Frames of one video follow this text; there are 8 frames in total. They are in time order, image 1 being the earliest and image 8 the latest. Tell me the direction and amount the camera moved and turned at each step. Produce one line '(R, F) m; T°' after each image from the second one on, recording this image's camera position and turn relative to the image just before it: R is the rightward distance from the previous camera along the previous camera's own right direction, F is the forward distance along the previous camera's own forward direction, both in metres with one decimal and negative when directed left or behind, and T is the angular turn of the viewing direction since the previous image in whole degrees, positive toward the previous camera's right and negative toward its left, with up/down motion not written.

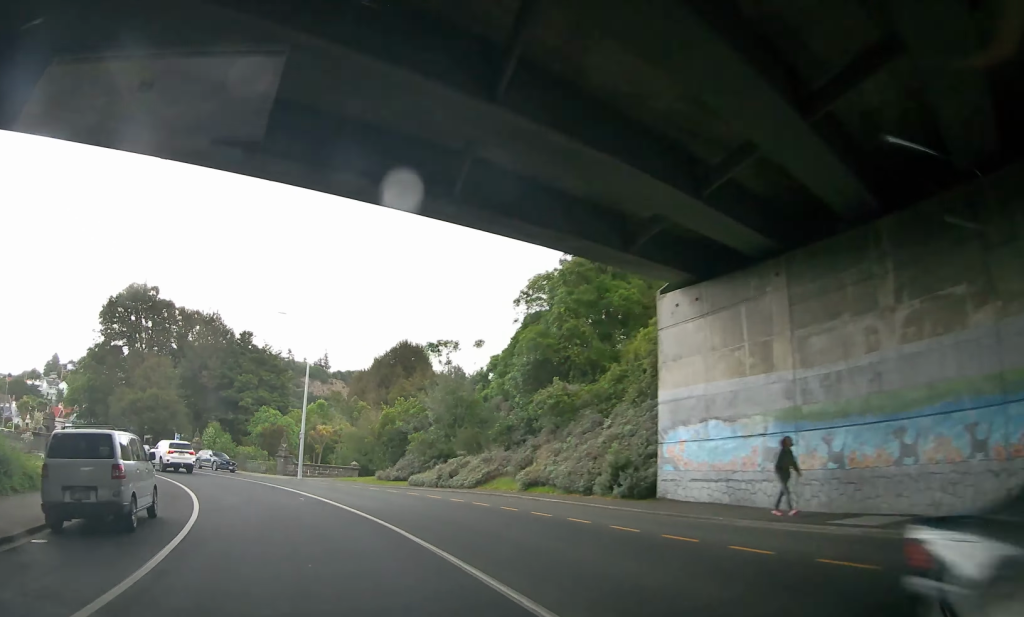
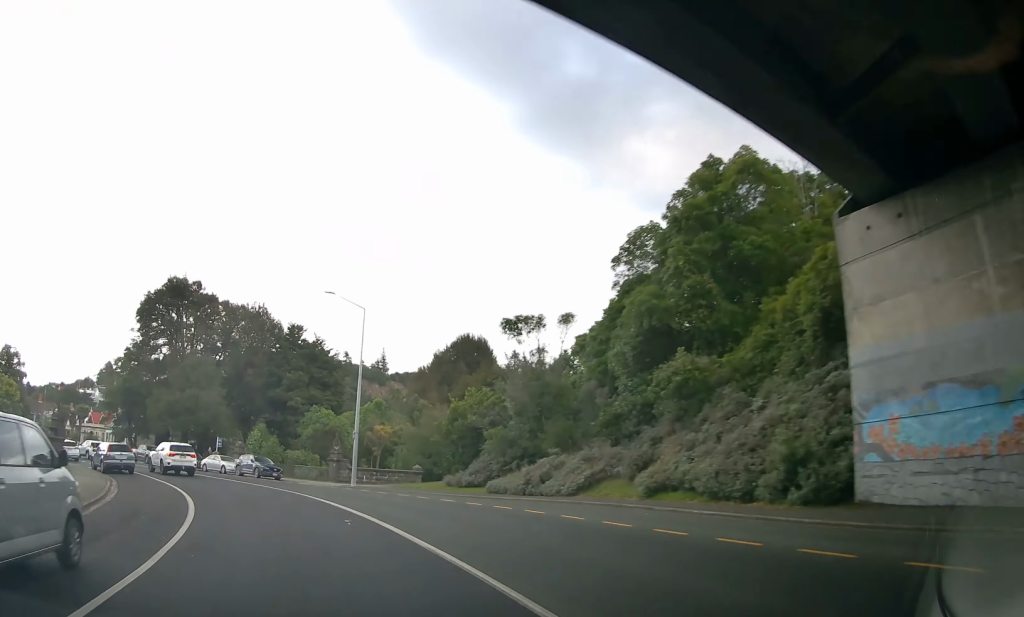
(+0.5, +6.8) m; -7°
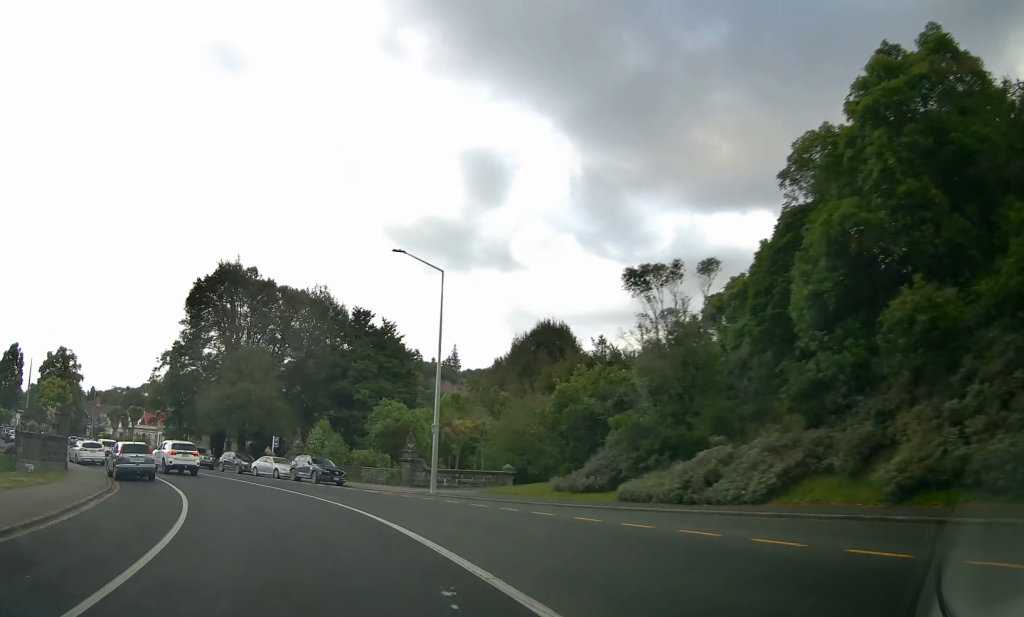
(-1.3, +7.6) m; -10°
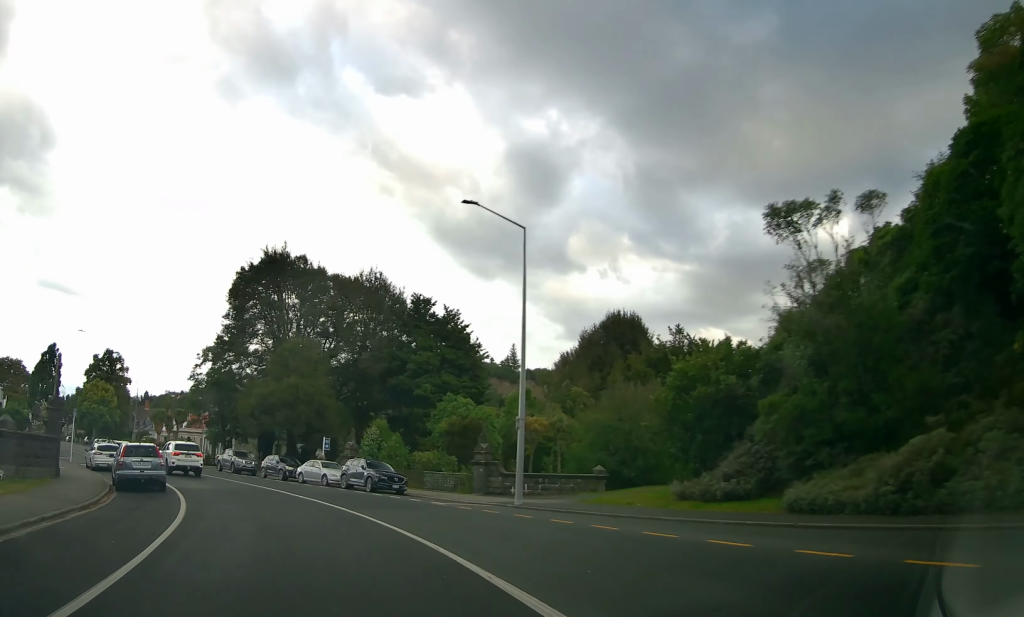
(-0.6, +6.5) m; -9°
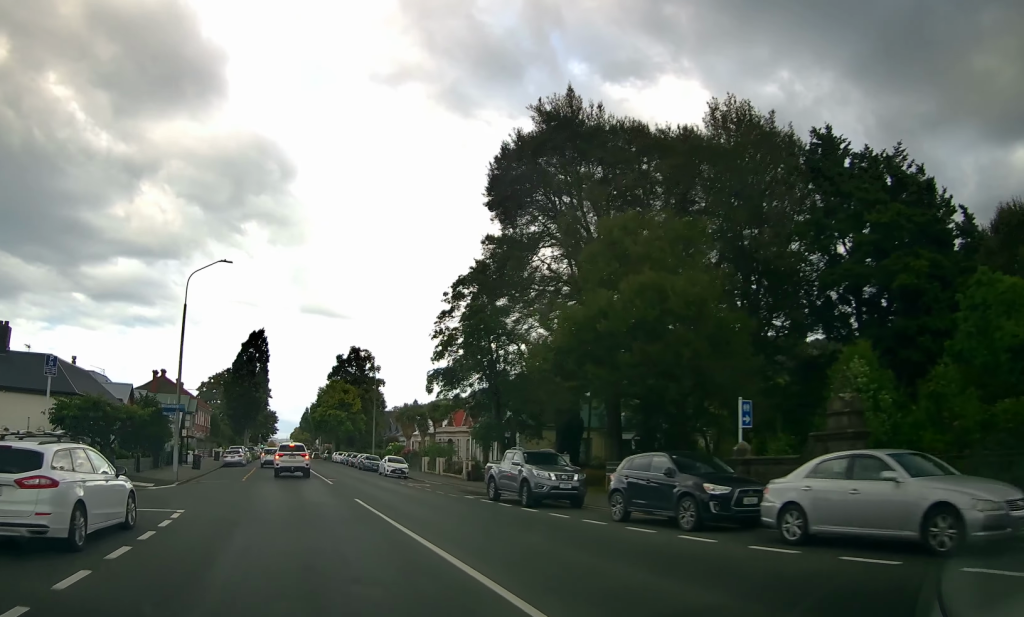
(-5.5, +29.9) m; -24°
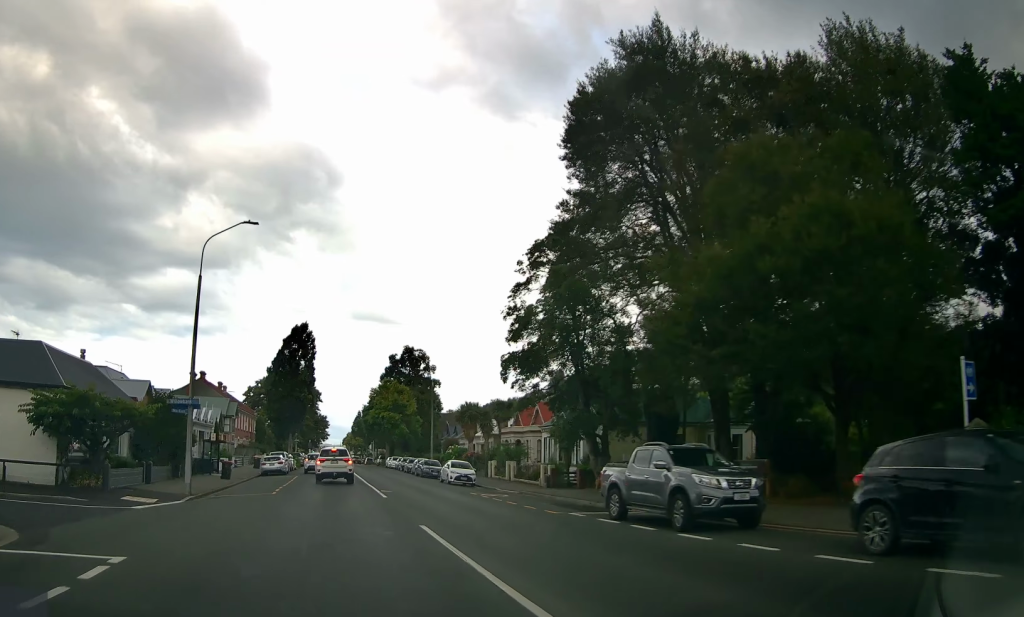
(+0.4, +7.3) m; -2°
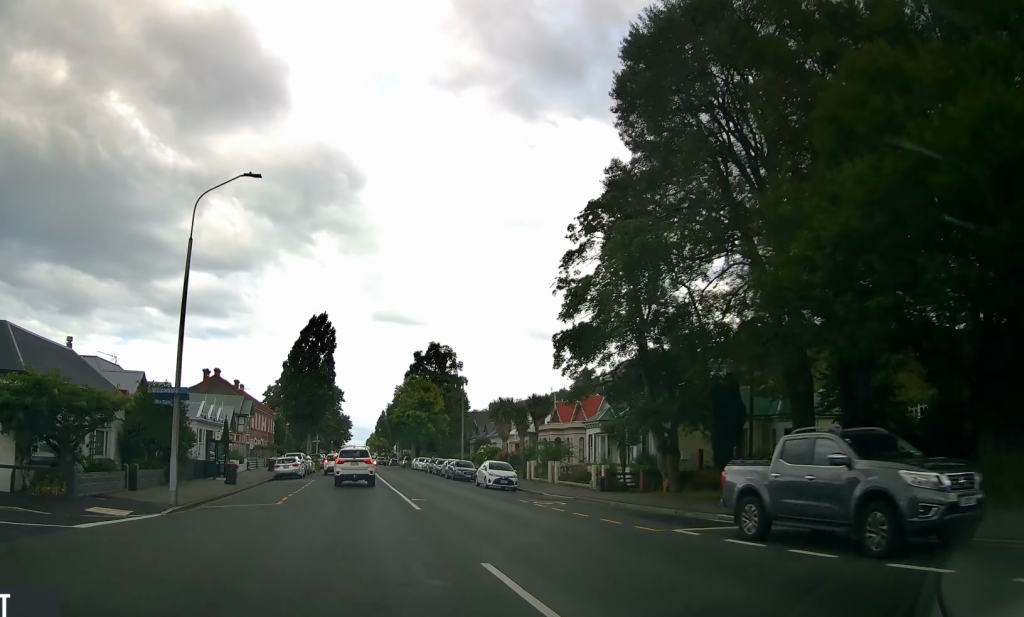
(+0.2, +5.1) m; -1°
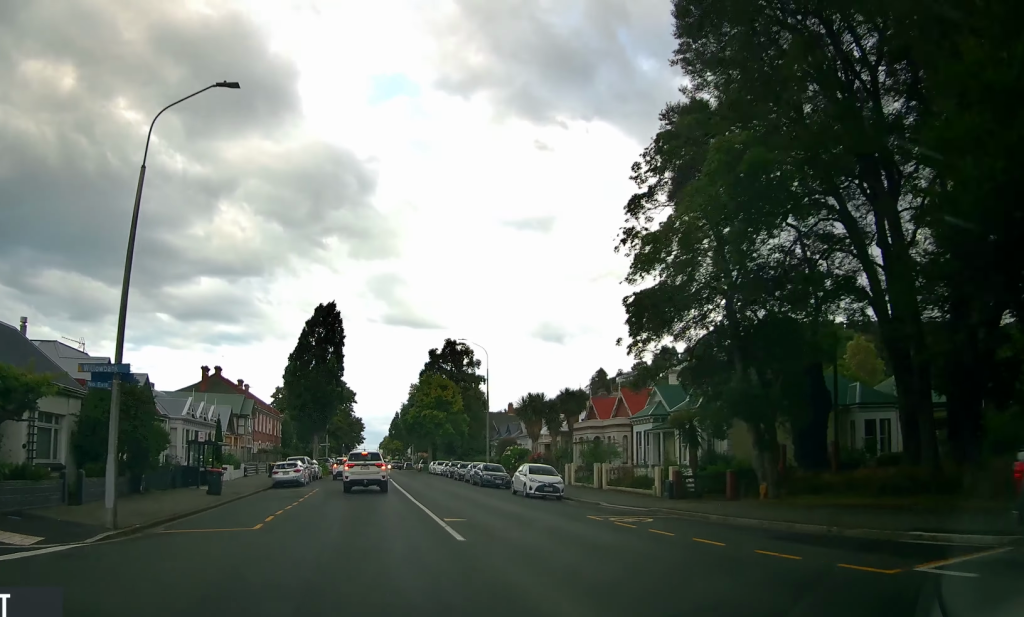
(-0.7, +6.1) m; -3°
